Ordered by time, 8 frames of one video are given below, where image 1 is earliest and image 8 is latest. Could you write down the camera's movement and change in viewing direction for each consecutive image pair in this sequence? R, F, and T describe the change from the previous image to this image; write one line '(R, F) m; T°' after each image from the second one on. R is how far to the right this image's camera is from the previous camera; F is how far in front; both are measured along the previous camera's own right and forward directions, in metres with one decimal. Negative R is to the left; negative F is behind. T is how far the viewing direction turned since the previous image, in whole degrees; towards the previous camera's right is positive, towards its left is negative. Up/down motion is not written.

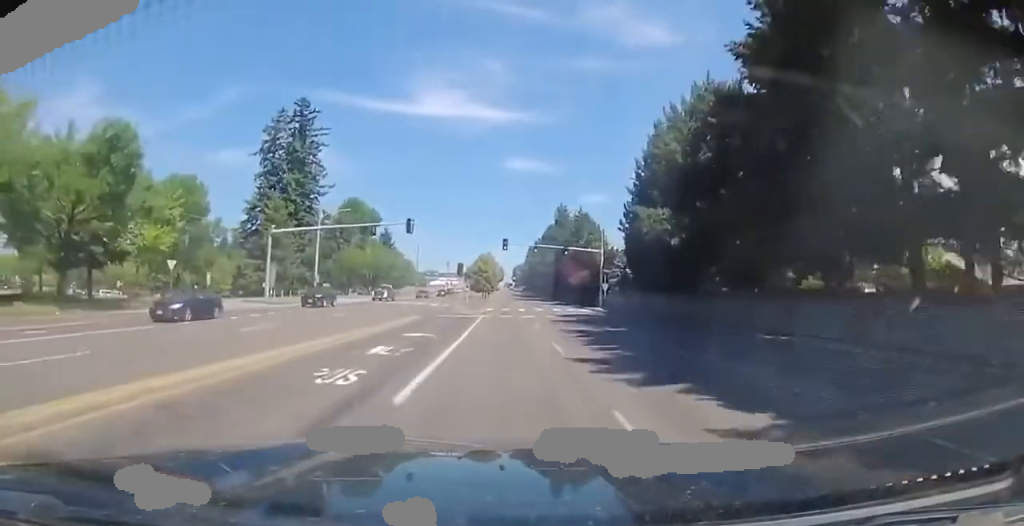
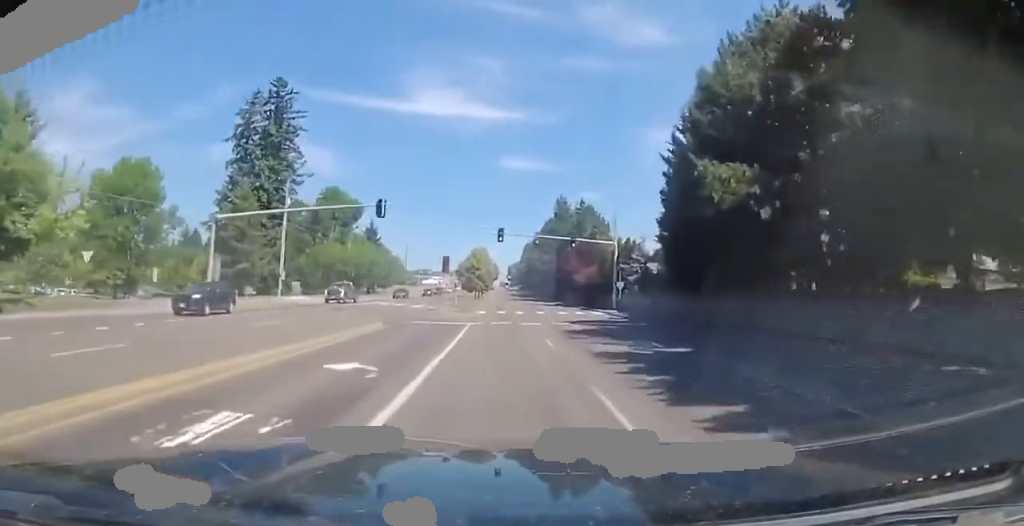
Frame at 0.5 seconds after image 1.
(+0.2, +10.7) m; +1°
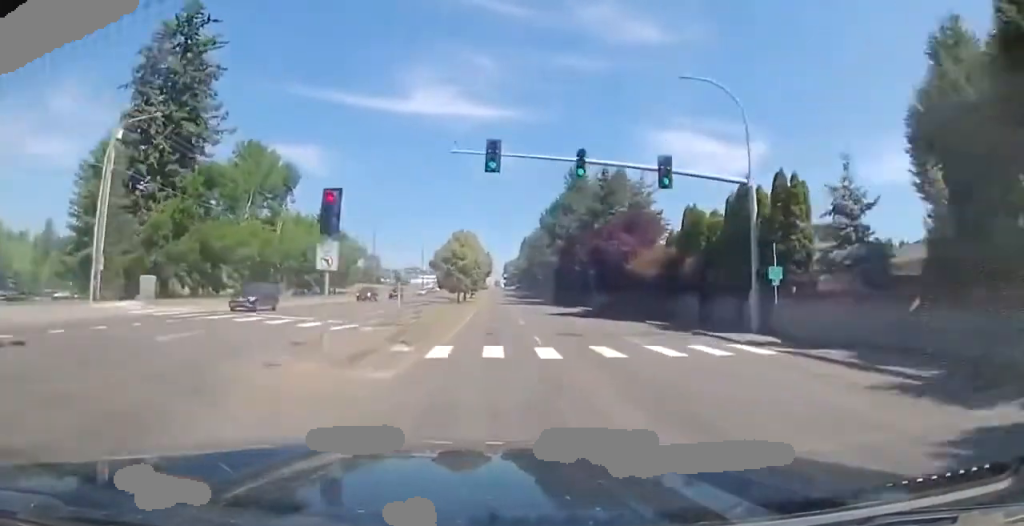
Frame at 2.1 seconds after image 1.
(+0.6, +31.8) m; 0°
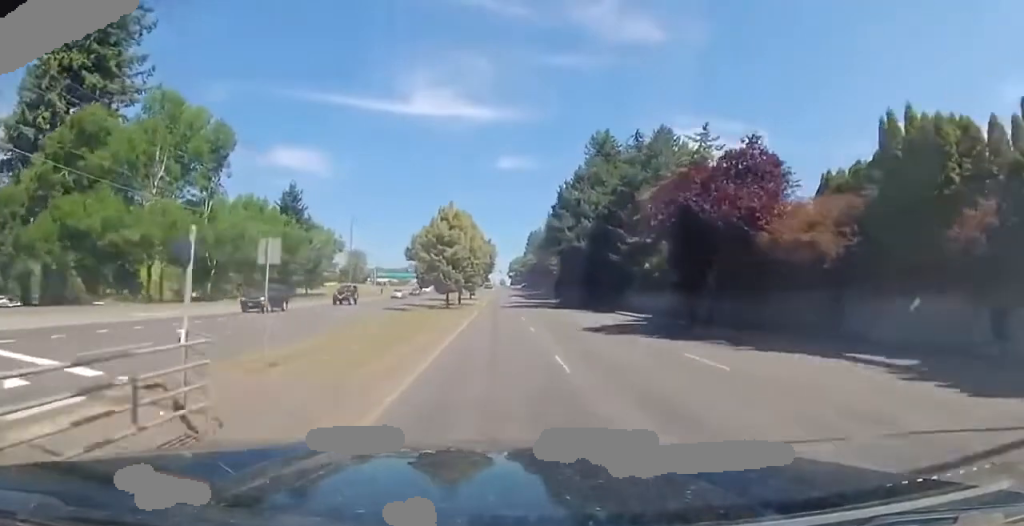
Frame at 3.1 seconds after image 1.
(-0.6, +20.1) m; -2°
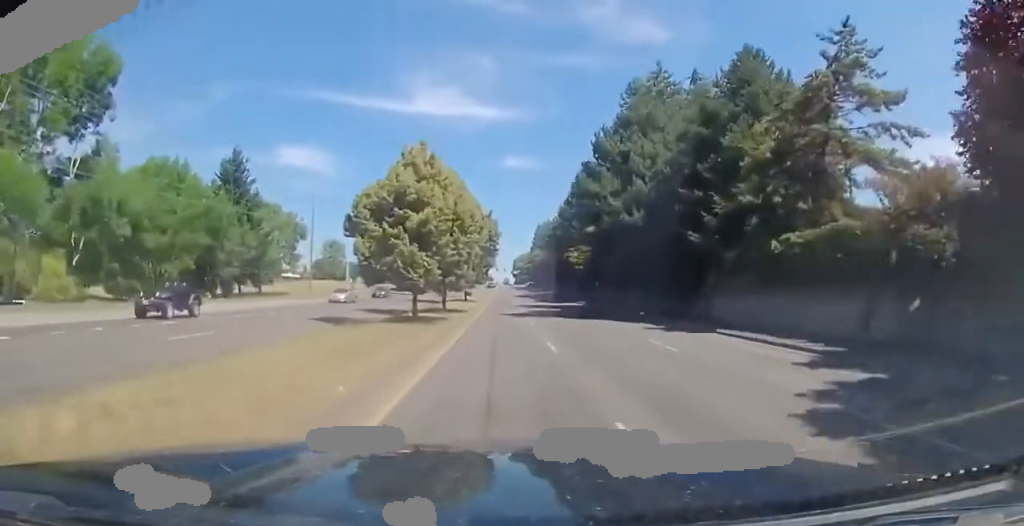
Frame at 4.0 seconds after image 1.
(0.0, +20.4) m; +1°
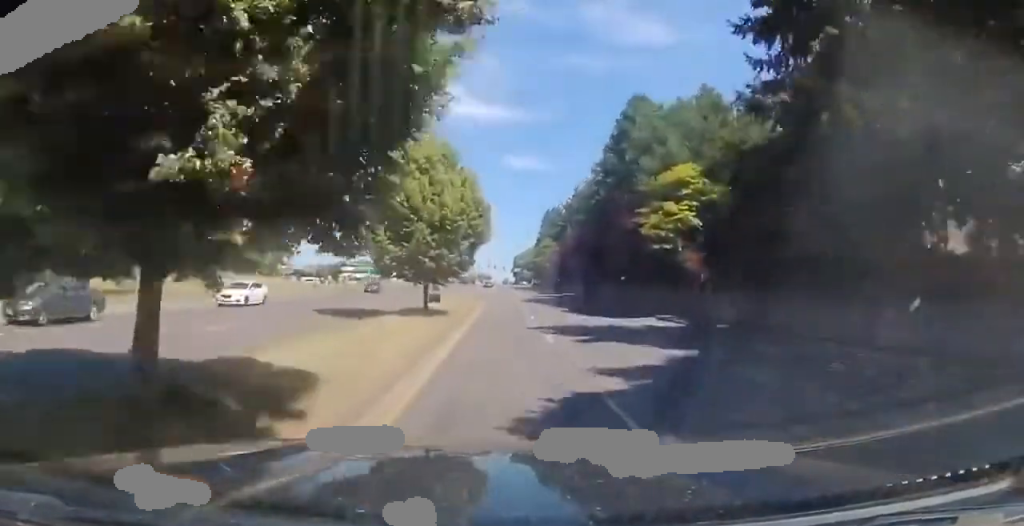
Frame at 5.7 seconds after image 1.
(+0.6, +34.9) m; +1°
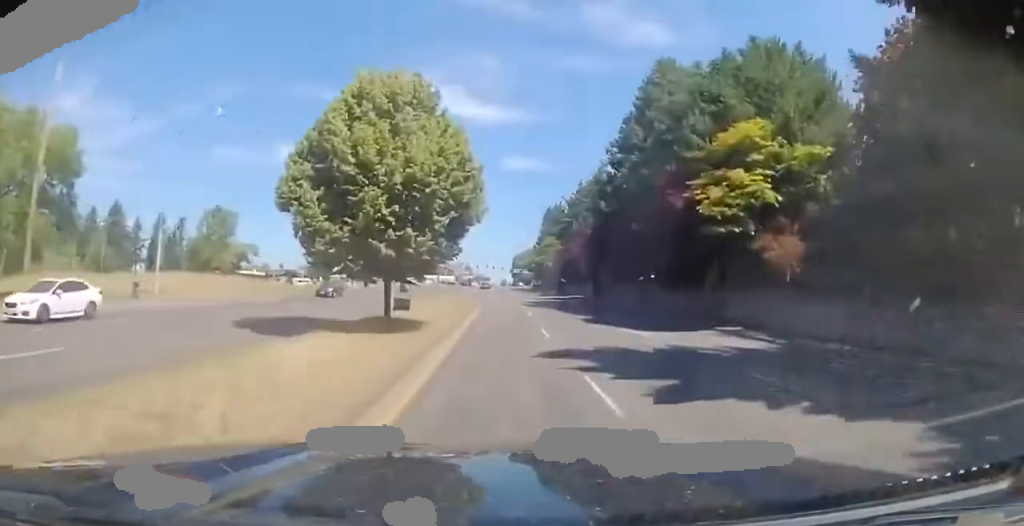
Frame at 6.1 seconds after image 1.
(0.0, +10.1) m; 0°
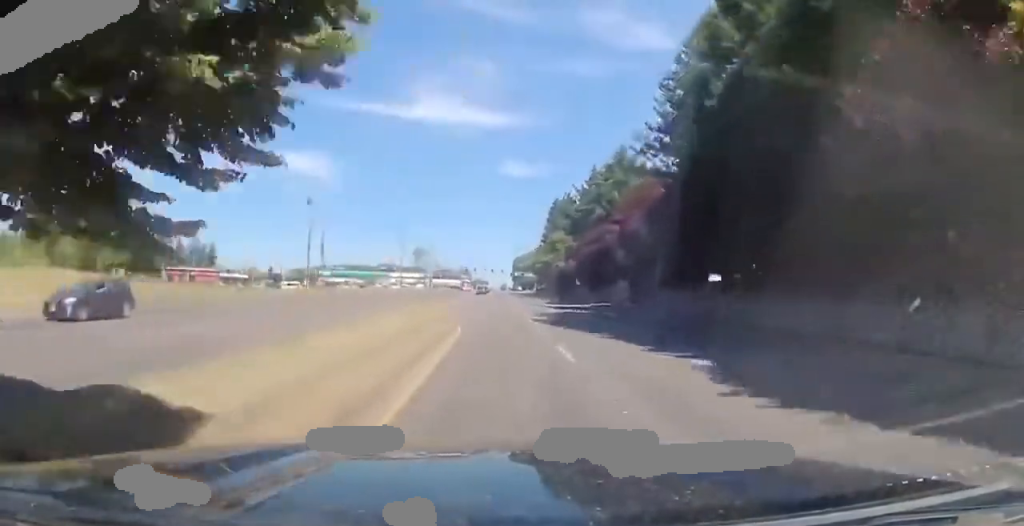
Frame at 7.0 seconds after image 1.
(0.0, +19.0) m; 0°
